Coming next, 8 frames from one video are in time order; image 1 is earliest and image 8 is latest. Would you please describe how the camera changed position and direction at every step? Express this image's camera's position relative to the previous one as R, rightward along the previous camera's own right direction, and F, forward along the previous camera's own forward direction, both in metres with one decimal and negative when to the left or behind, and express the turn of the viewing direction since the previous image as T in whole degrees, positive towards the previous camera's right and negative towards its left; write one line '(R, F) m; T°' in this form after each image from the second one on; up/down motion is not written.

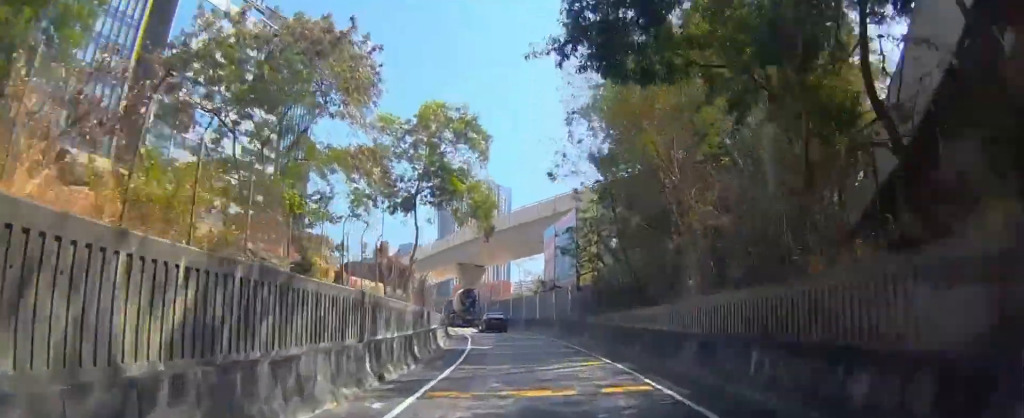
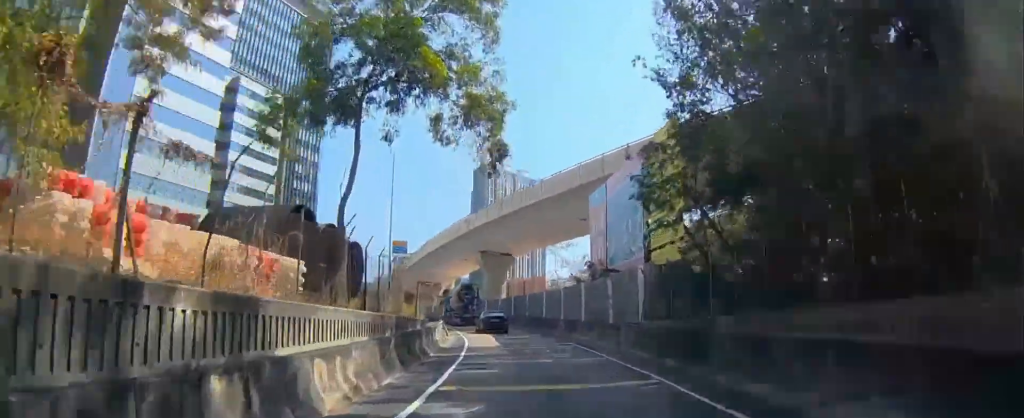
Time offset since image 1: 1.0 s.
(-1.4, +18.1) m; -6°
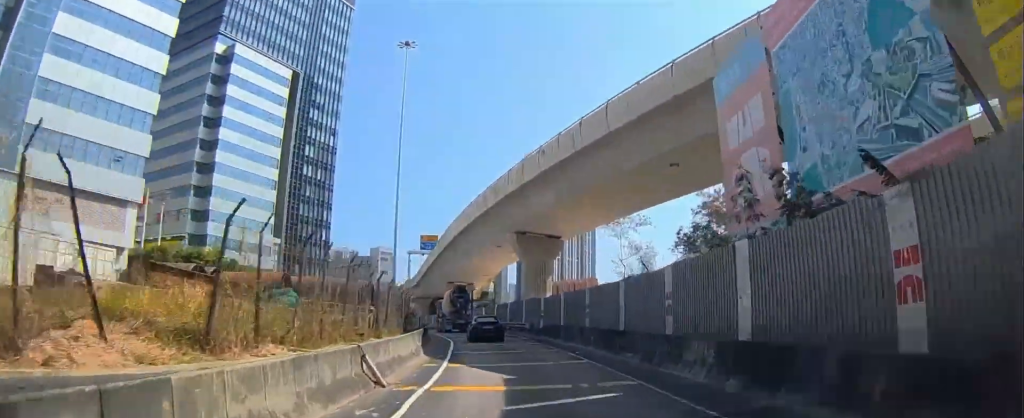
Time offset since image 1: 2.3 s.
(-0.6, +20.8) m; -6°
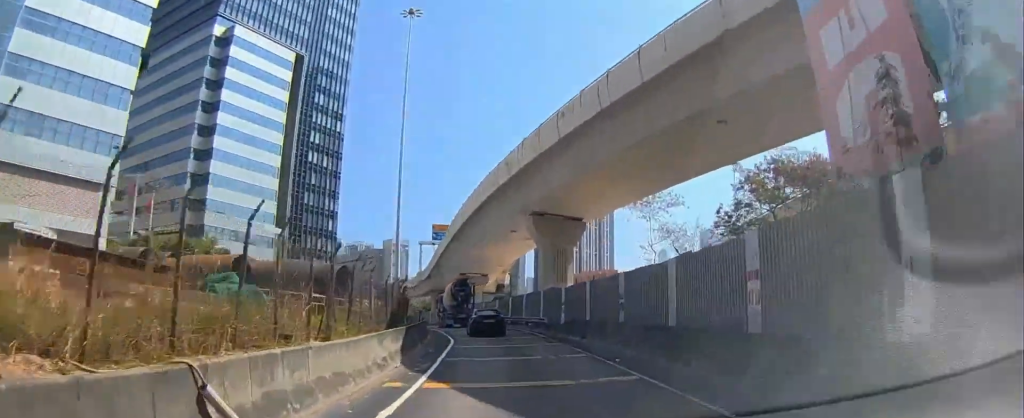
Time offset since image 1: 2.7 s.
(0.0, +5.9) m; -3°
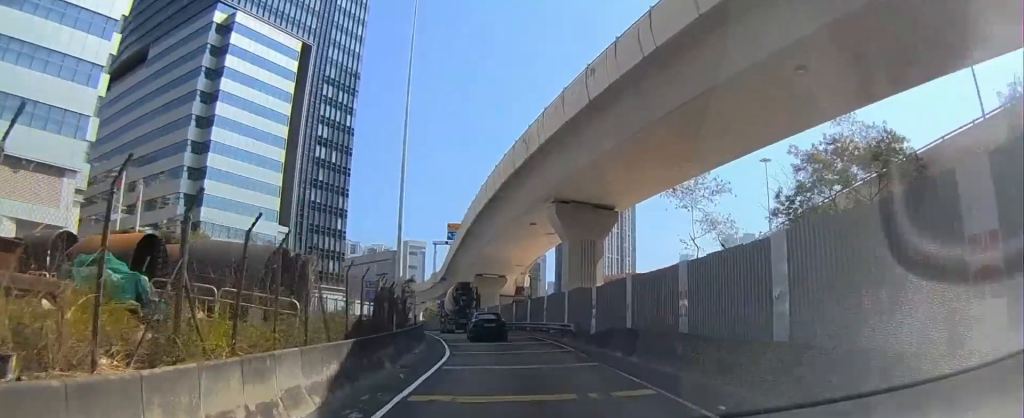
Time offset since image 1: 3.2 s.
(-0.4, +7.0) m; -3°
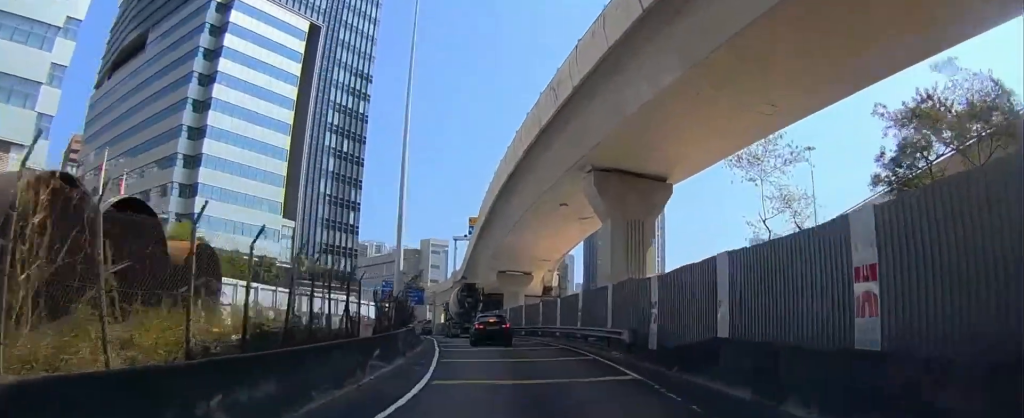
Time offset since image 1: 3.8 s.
(-0.3, +9.1) m; -3°
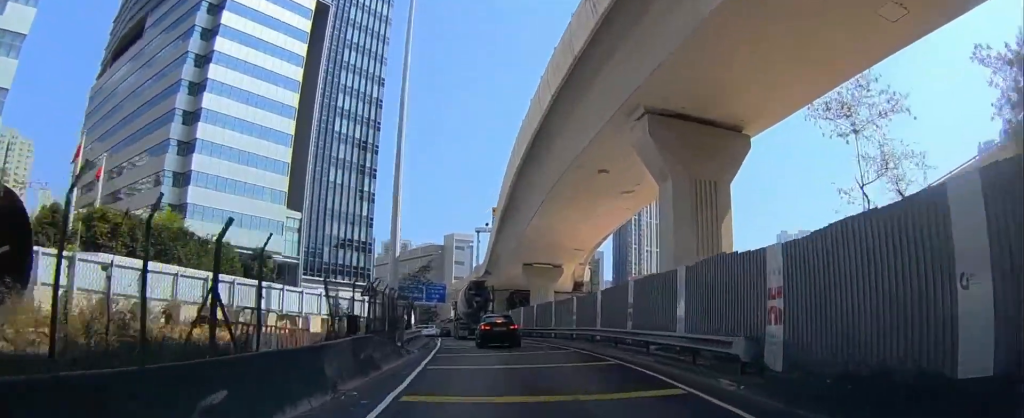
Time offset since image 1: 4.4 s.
(-0.3, +9.3) m; -2°
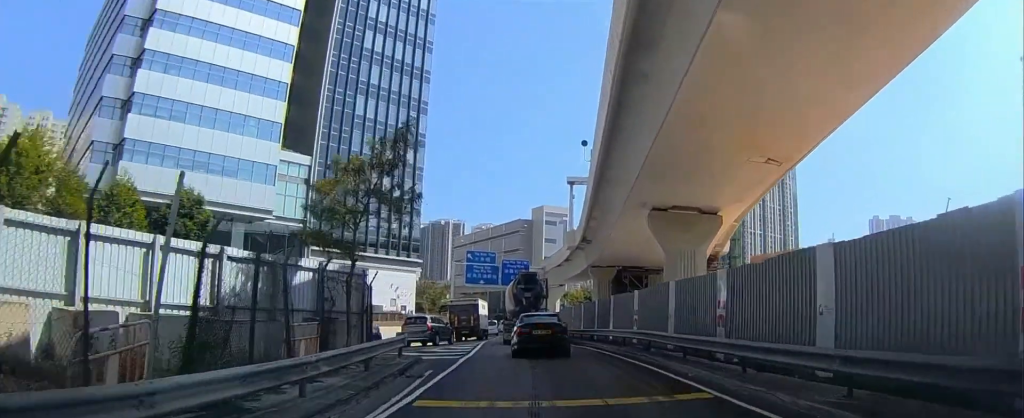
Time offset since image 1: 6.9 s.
(-0.1, +30.1) m; -3°
